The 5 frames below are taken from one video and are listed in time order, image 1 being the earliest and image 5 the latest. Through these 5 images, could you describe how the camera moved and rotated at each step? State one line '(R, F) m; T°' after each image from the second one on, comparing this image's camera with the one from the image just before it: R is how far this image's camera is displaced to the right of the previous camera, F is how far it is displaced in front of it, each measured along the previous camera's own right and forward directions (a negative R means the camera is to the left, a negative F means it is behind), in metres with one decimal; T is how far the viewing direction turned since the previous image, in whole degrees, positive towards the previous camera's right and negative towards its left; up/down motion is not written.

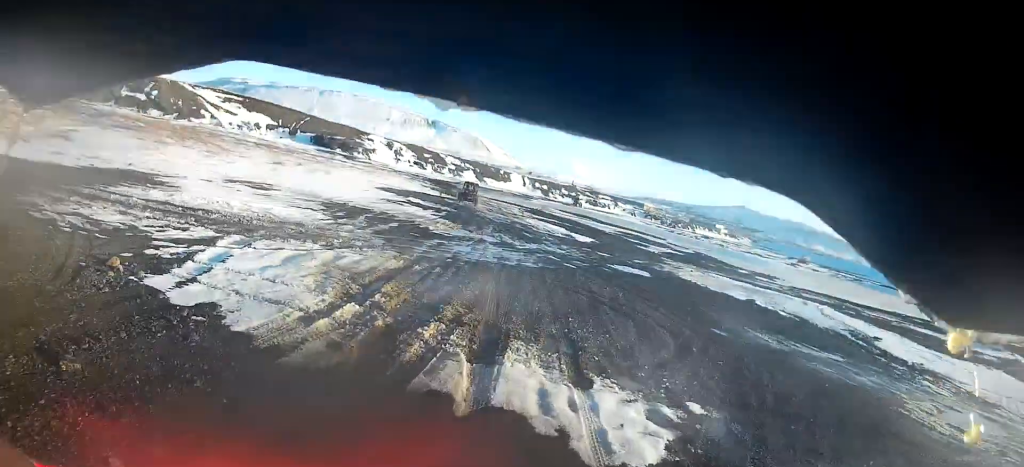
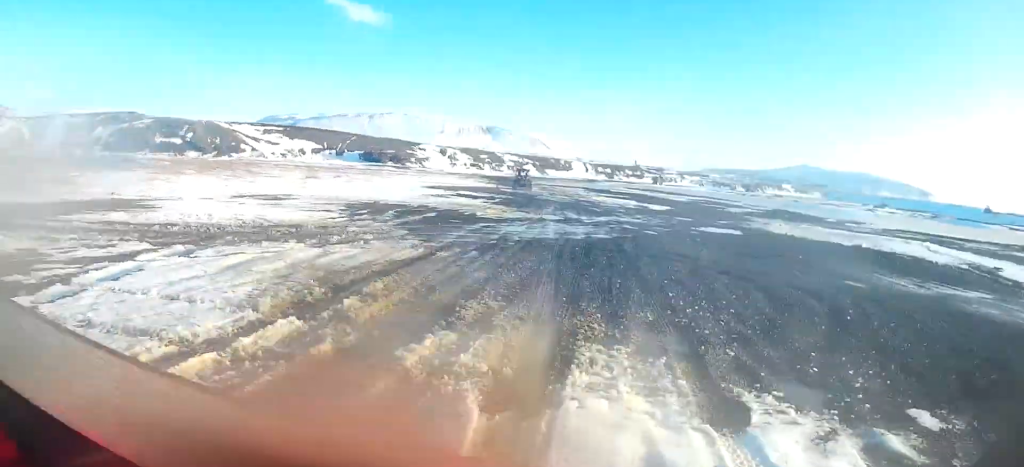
(-0.1, +4.0) m; -2°
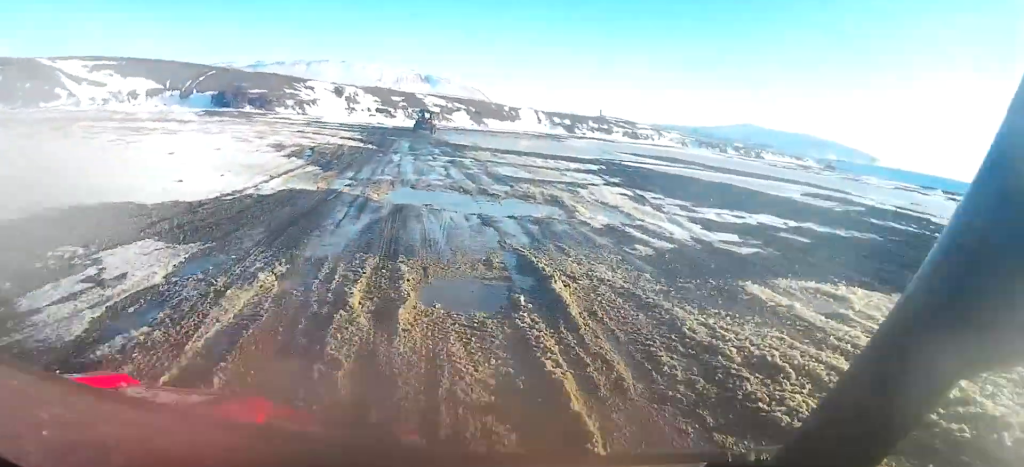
(-4.2, +39.8) m; -9°
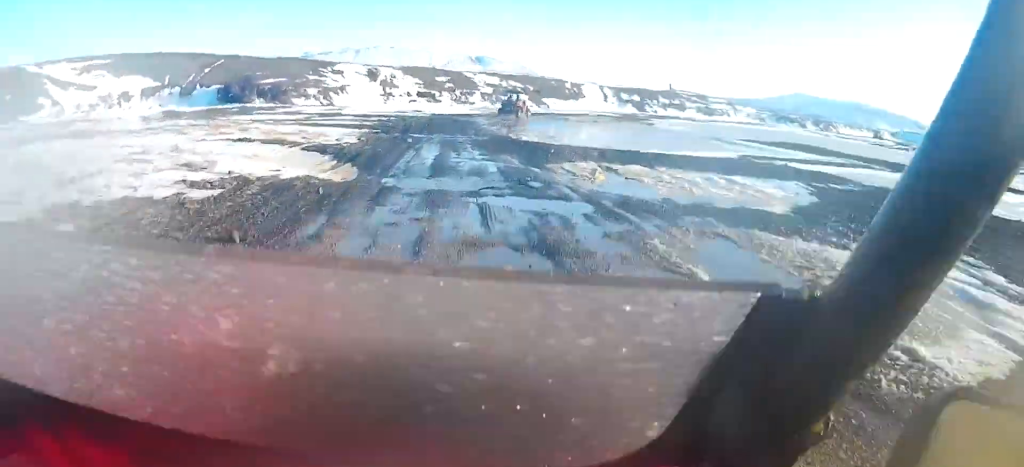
(-0.2, +14.2) m; -2°
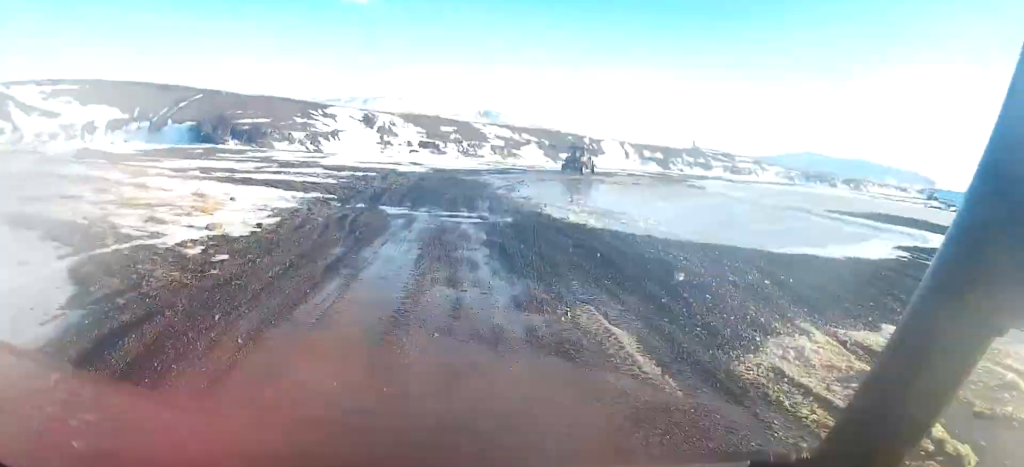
(-0.1, +9.7) m; -1°
